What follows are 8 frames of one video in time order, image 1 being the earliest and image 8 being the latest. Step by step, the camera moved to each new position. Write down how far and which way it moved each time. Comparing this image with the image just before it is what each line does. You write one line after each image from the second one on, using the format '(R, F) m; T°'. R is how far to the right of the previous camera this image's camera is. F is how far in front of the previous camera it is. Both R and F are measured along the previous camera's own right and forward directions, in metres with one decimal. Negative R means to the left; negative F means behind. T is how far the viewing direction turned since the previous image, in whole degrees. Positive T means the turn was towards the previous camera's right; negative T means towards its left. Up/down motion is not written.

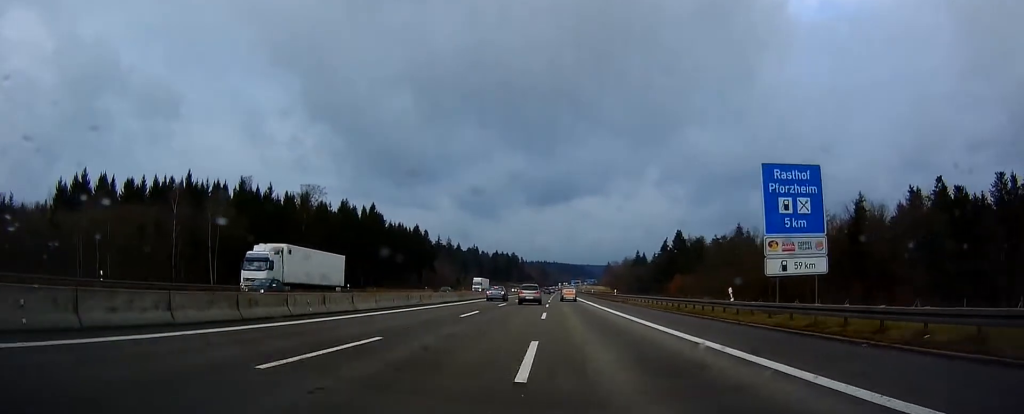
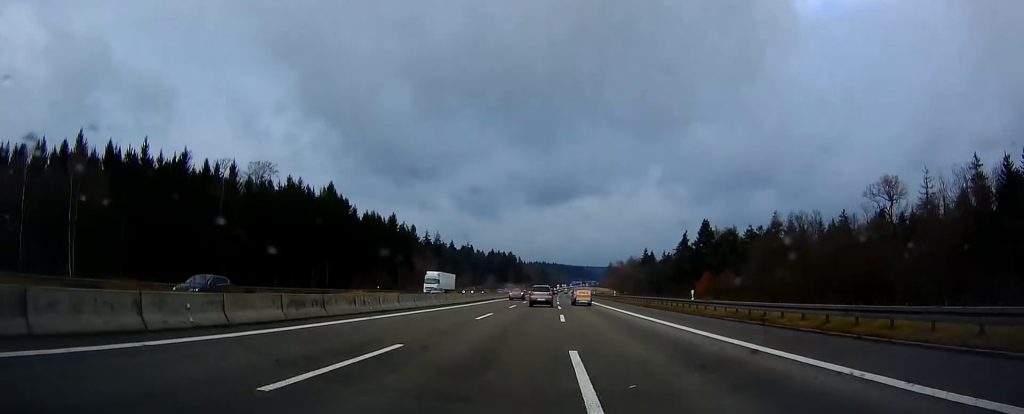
(-0.2, +36.9) m; 0°
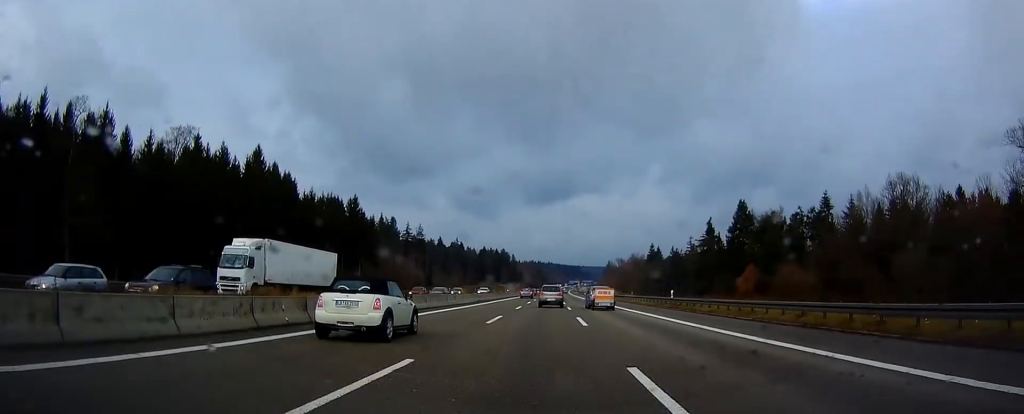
(+0.2, +38.2) m; +1°
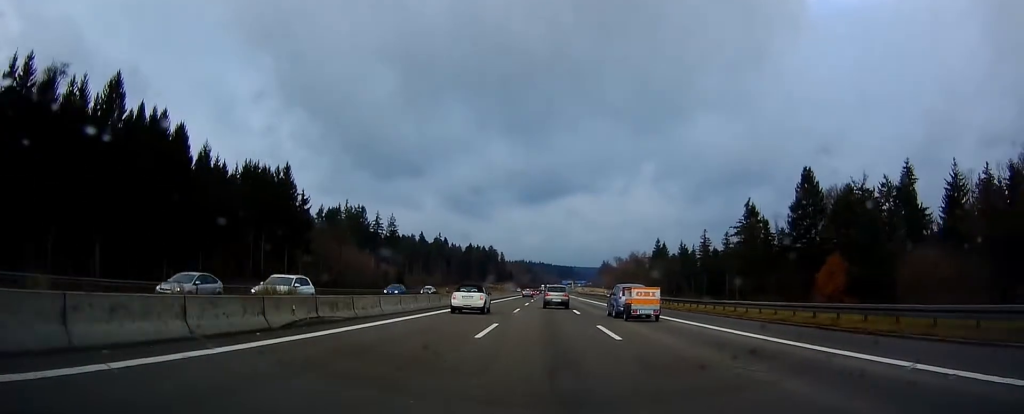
(+0.5, +42.3) m; +1°
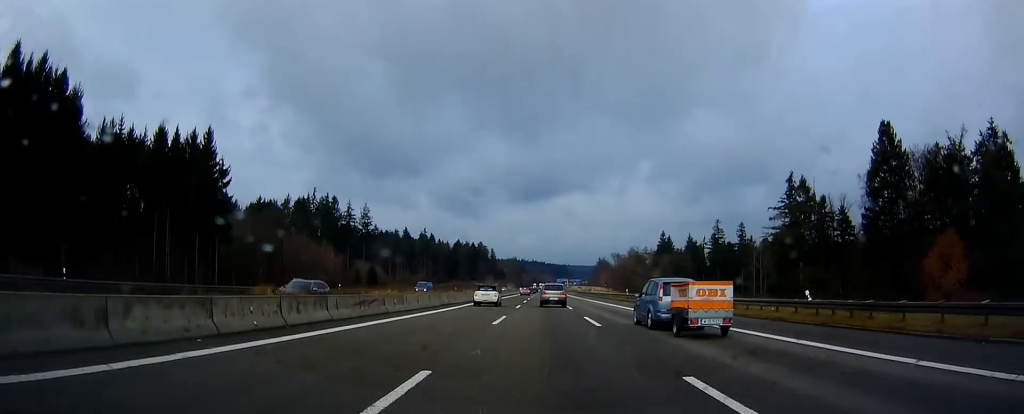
(0.0, +30.8) m; 0°
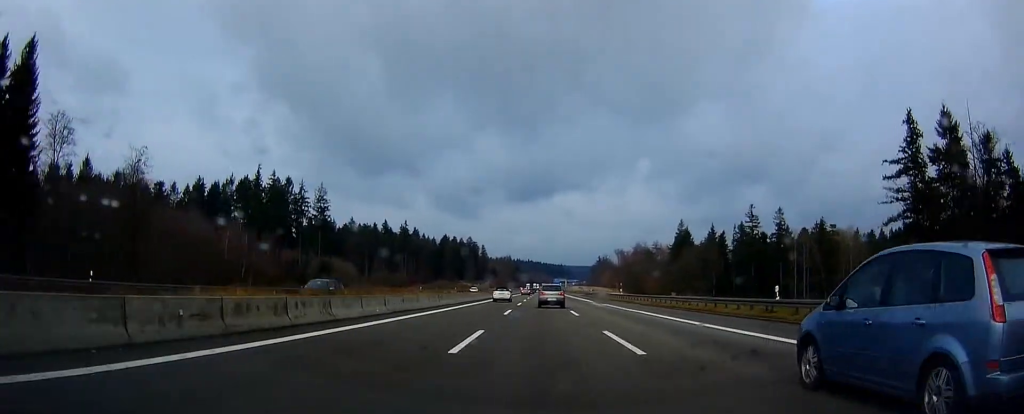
(+0.2, +44.9) m; +1°
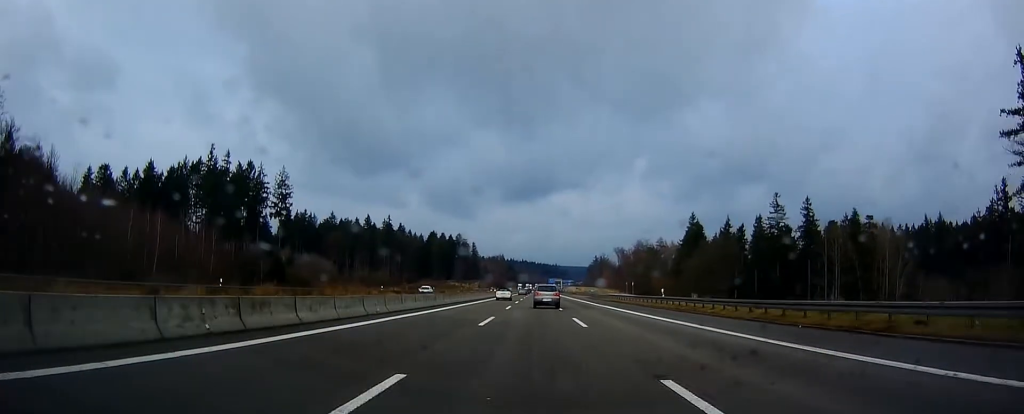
(+0.2, +26.6) m; 0°
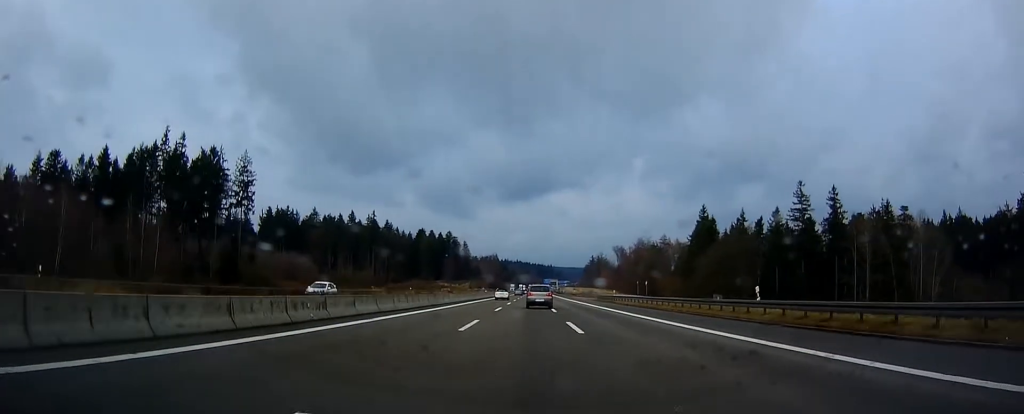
(+0.1, +21.0) m; 0°
